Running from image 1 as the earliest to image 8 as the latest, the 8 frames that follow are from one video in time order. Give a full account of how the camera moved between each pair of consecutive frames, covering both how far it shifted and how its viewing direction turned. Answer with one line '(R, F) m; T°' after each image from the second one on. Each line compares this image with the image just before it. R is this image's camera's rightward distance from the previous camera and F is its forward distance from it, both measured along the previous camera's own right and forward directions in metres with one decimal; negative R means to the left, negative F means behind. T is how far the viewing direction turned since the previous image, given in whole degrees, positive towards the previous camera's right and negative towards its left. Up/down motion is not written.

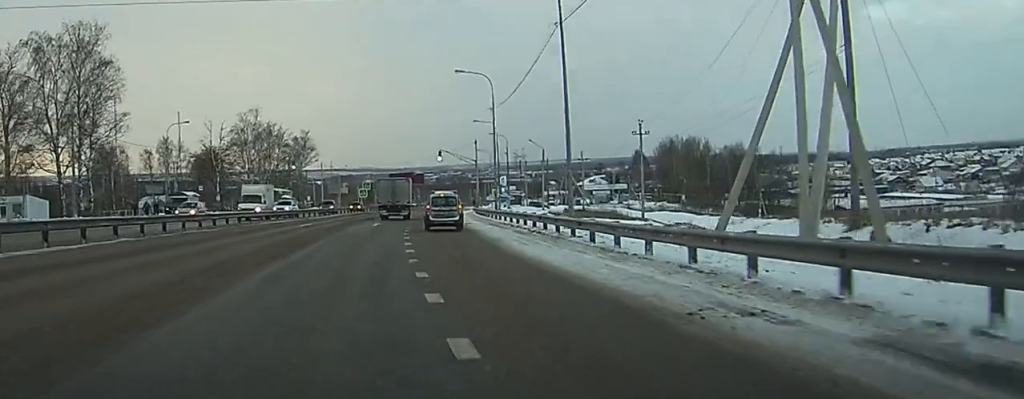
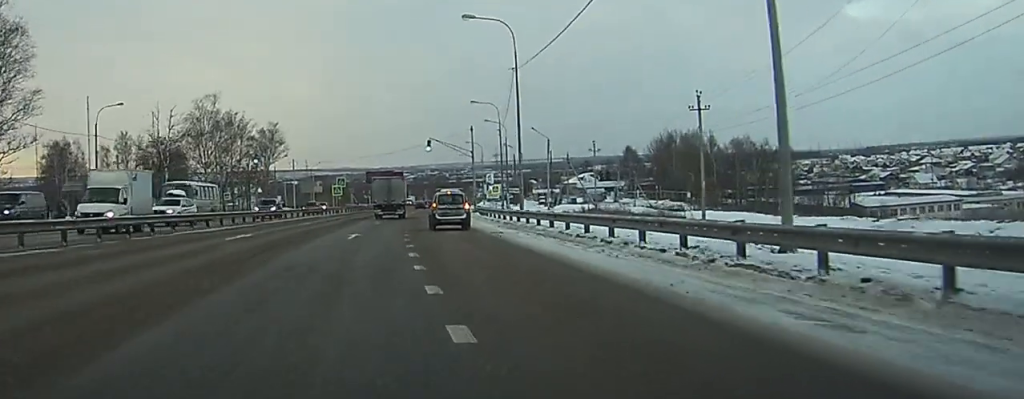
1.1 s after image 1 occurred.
(0.0, +19.1) m; 0°
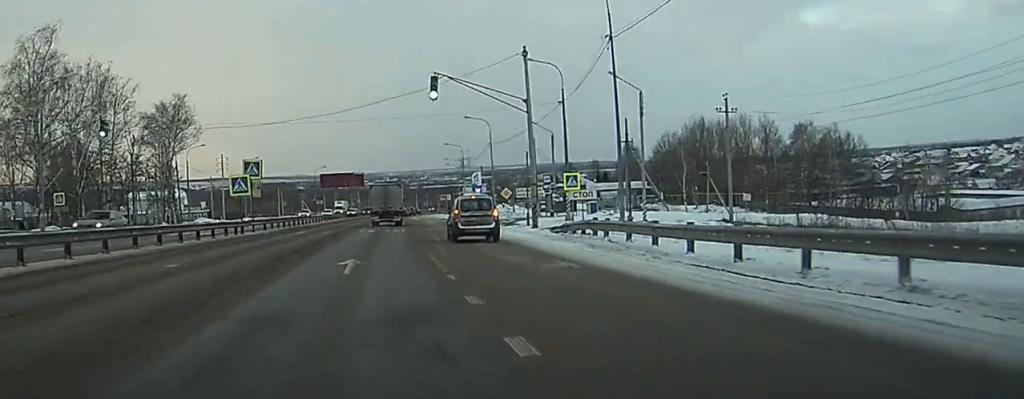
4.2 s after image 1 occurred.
(+1.4, +52.6) m; +4°
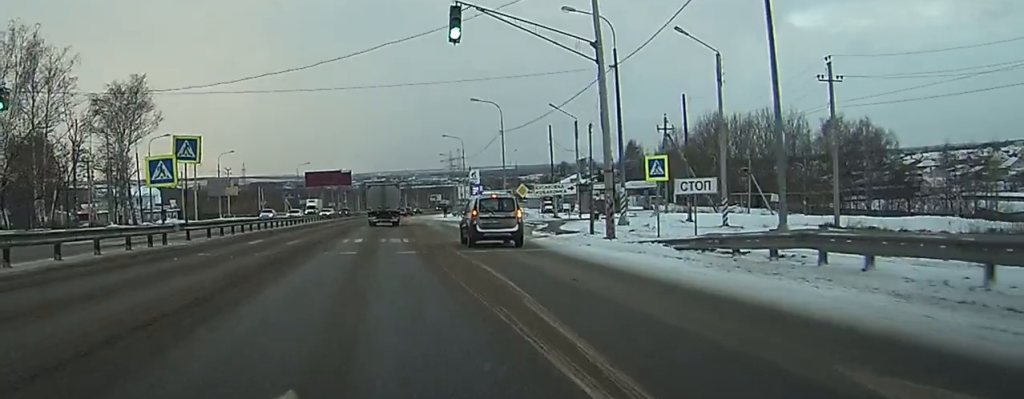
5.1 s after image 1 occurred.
(+0.1, +15.6) m; 0°
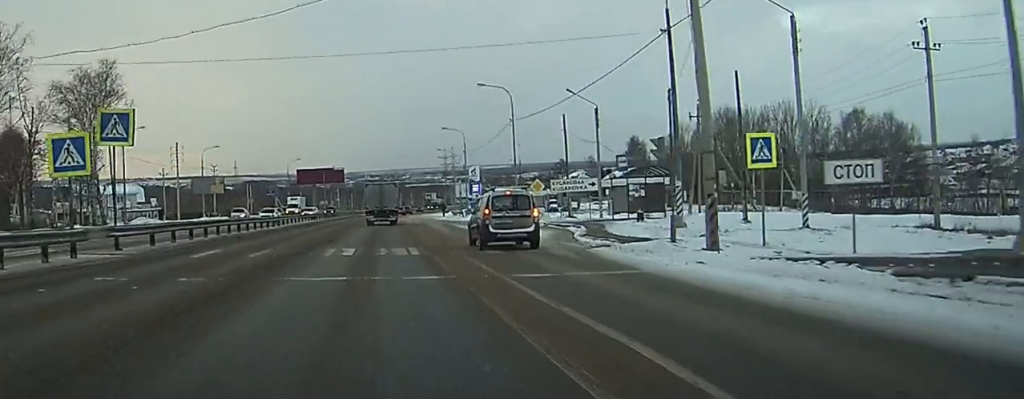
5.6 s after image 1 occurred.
(0.0, +9.3) m; 0°
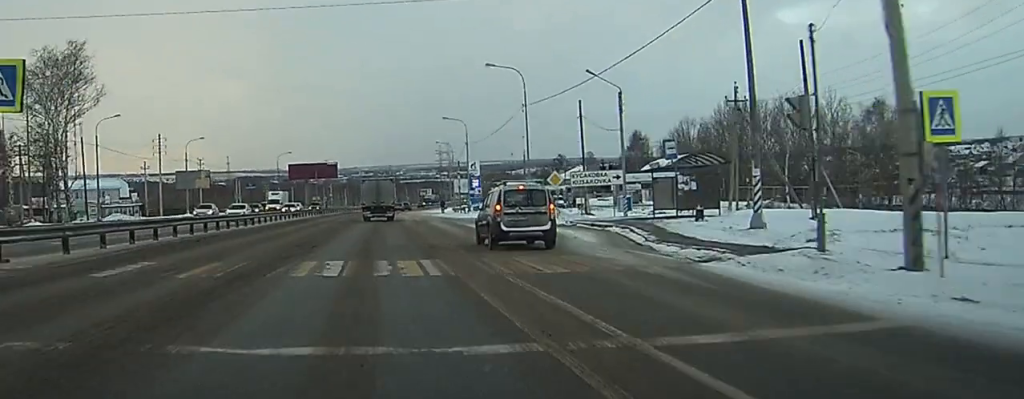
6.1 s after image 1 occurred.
(0.0, +8.2) m; 0°
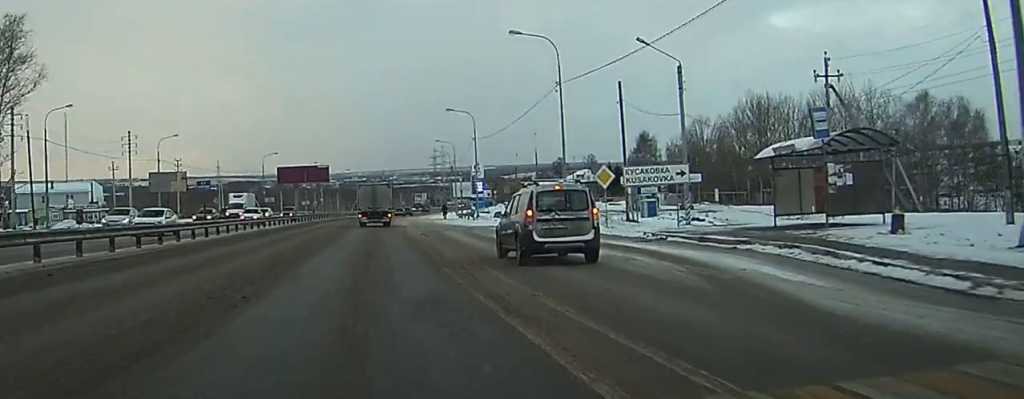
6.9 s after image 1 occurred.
(0.0, +13.6) m; 0°
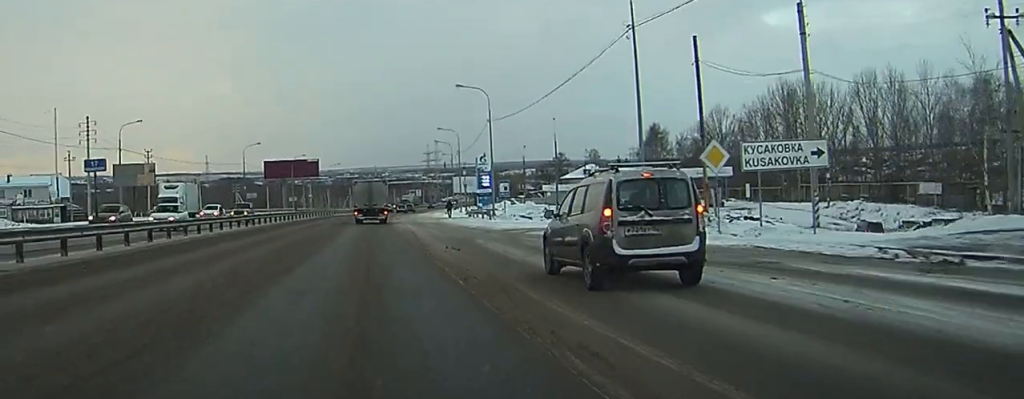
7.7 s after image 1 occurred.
(+0.1, +15.4) m; +1°
